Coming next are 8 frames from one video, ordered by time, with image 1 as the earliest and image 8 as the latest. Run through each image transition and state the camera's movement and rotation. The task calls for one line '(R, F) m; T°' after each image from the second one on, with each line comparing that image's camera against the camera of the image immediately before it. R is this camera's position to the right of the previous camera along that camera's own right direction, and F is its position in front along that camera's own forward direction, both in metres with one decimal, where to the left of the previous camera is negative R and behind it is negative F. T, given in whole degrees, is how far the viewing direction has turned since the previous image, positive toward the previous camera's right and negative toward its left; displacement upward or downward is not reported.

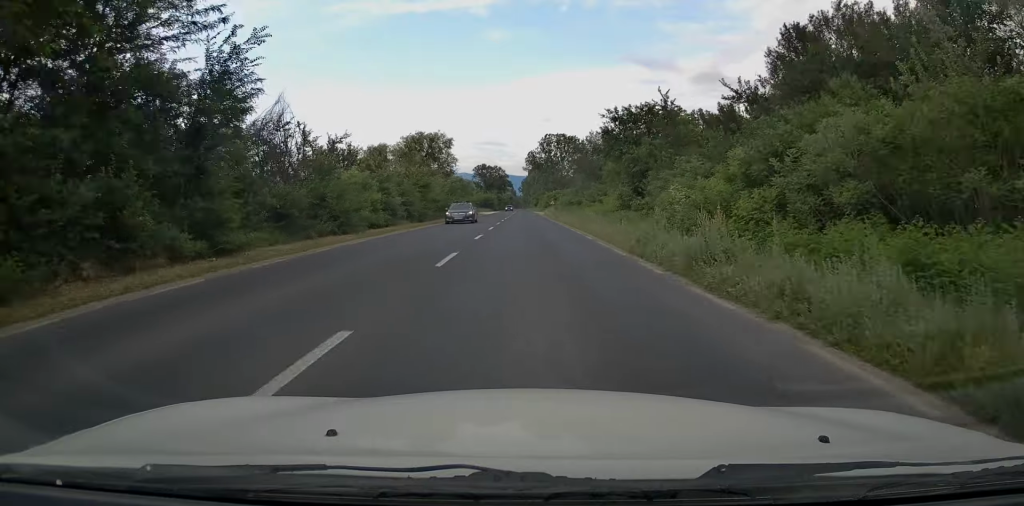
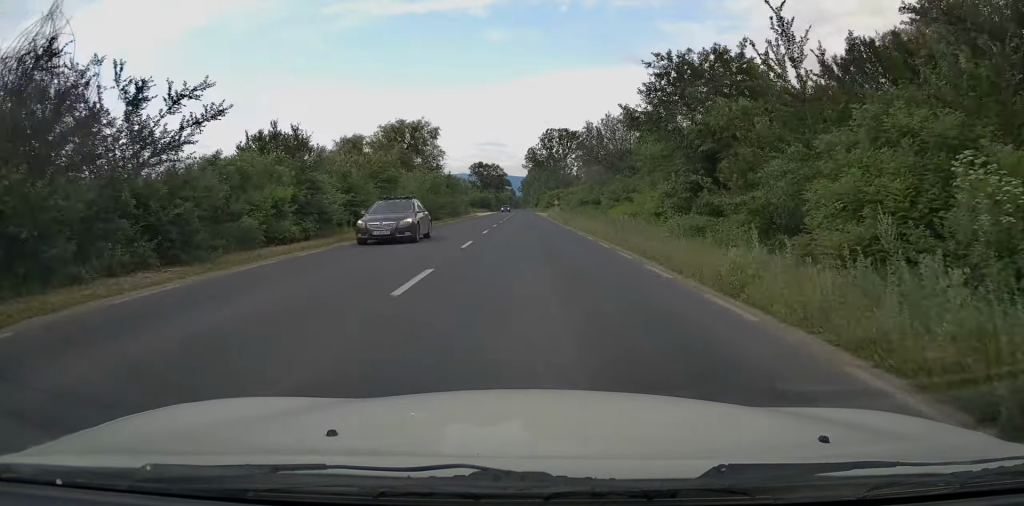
(0.0, +12.7) m; 0°
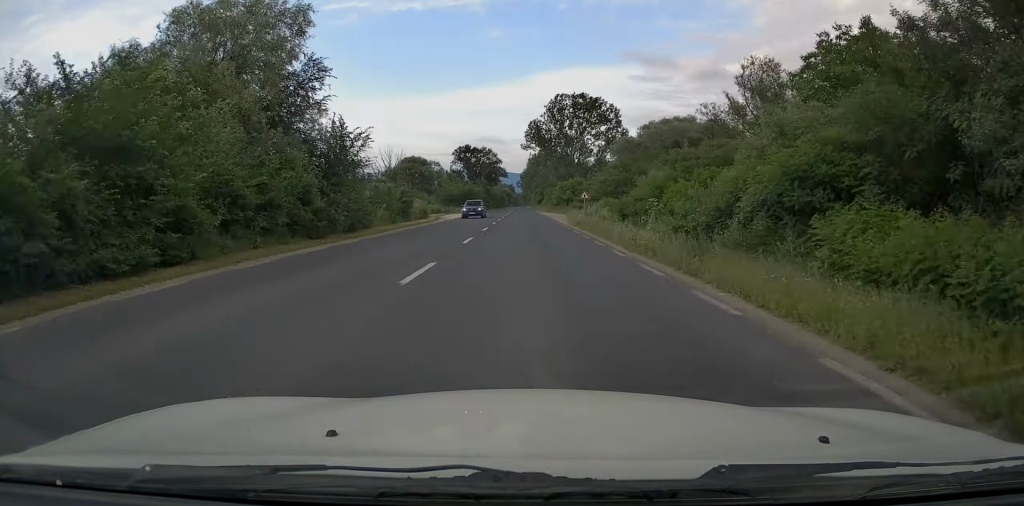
(-0.2, +43.2) m; 0°
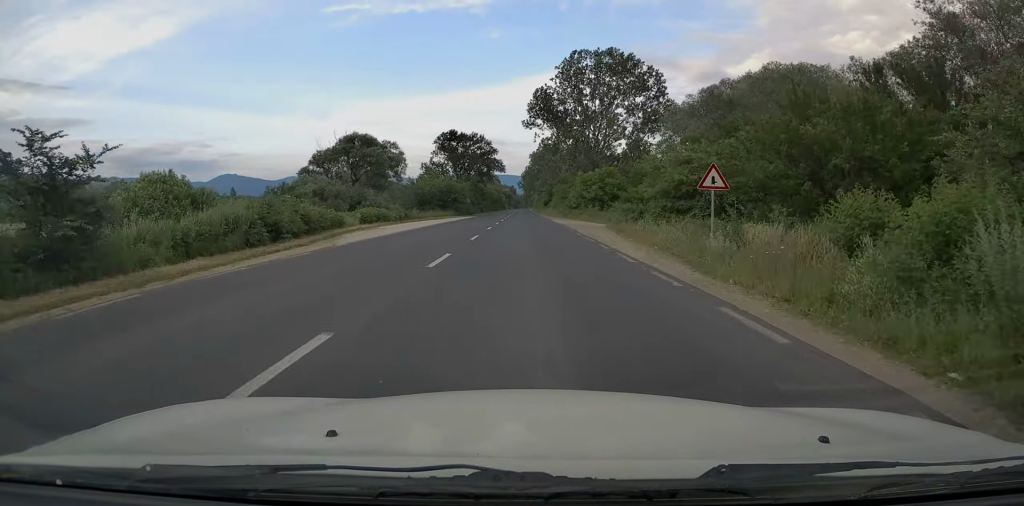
(-0.1, +33.0) m; 0°
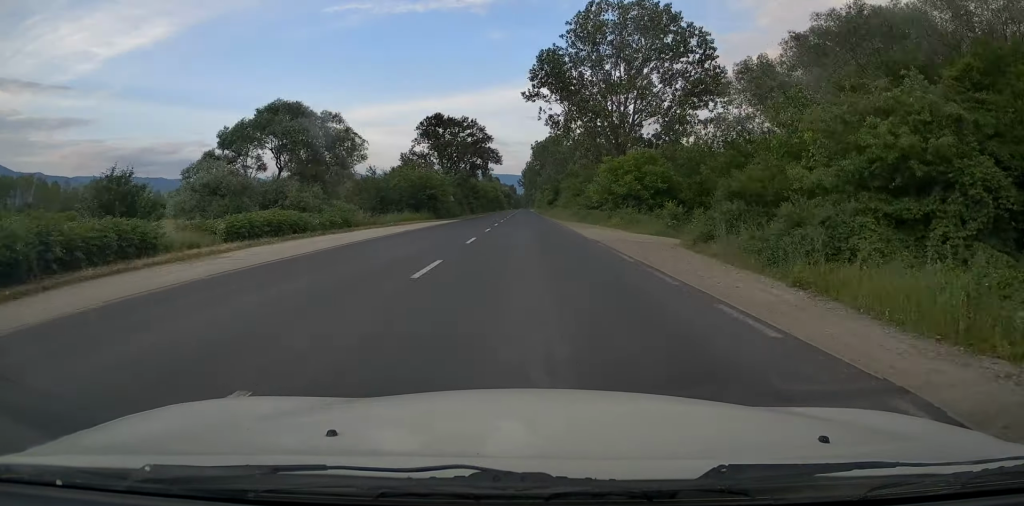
(+0.1, +19.6) m; 0°
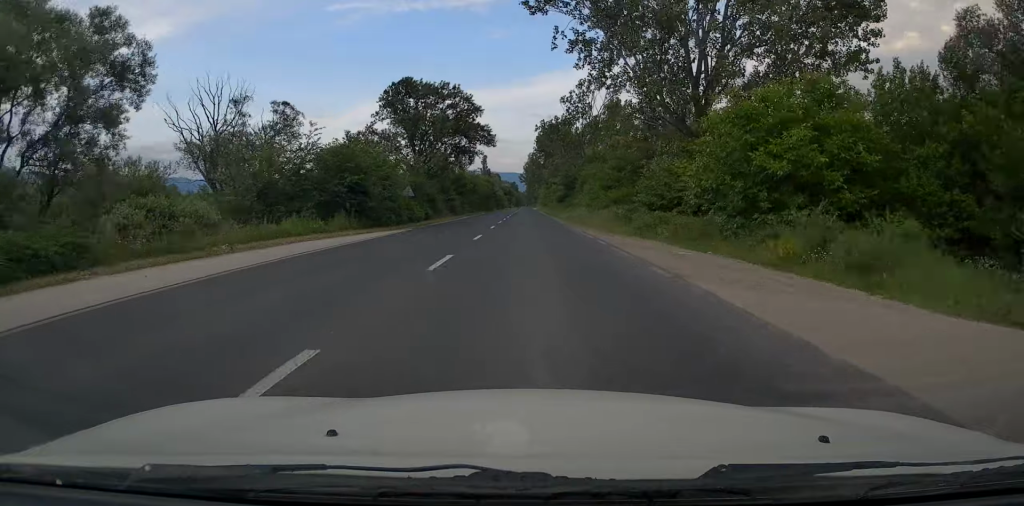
(+0.1, +25.6) m; 0°
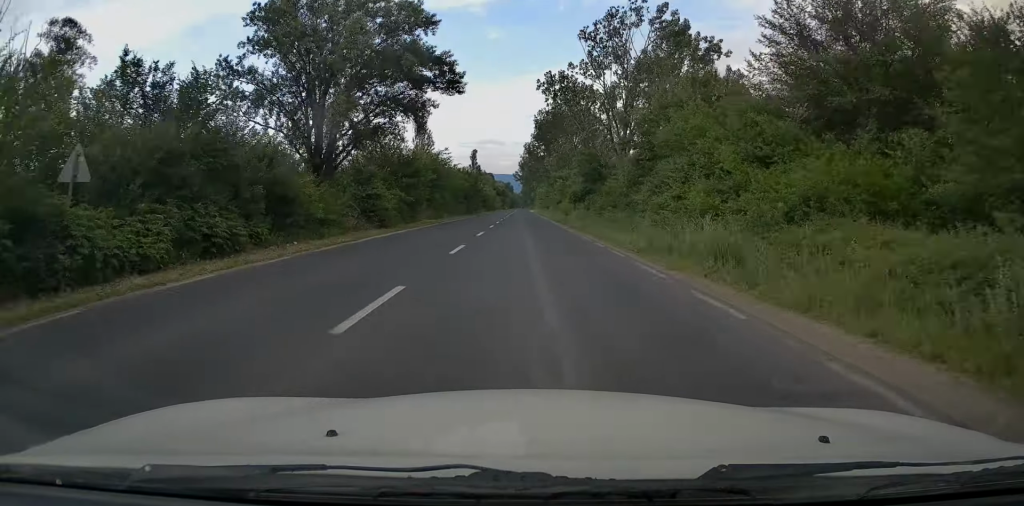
(-0.1, +31.8) m; 0°
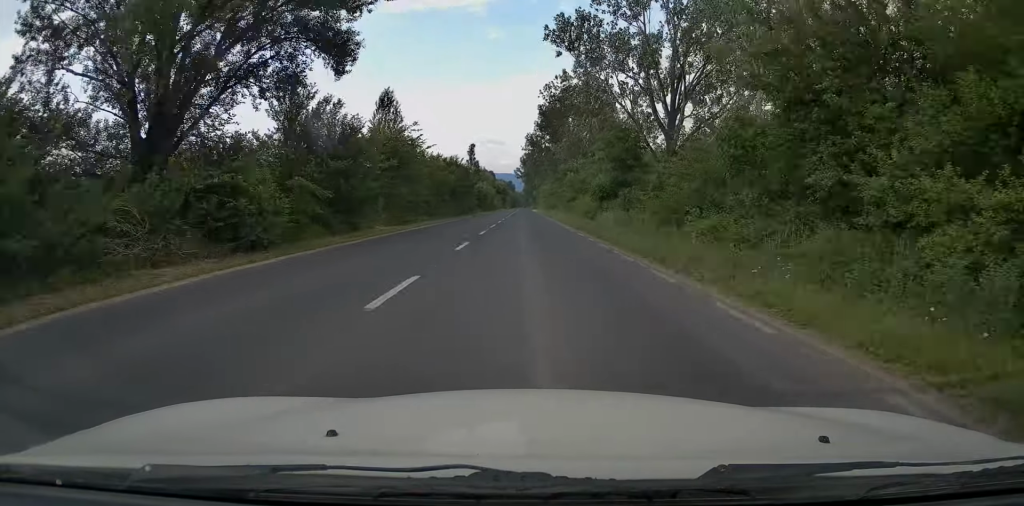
(+0.2, +16.7) m; 0°
